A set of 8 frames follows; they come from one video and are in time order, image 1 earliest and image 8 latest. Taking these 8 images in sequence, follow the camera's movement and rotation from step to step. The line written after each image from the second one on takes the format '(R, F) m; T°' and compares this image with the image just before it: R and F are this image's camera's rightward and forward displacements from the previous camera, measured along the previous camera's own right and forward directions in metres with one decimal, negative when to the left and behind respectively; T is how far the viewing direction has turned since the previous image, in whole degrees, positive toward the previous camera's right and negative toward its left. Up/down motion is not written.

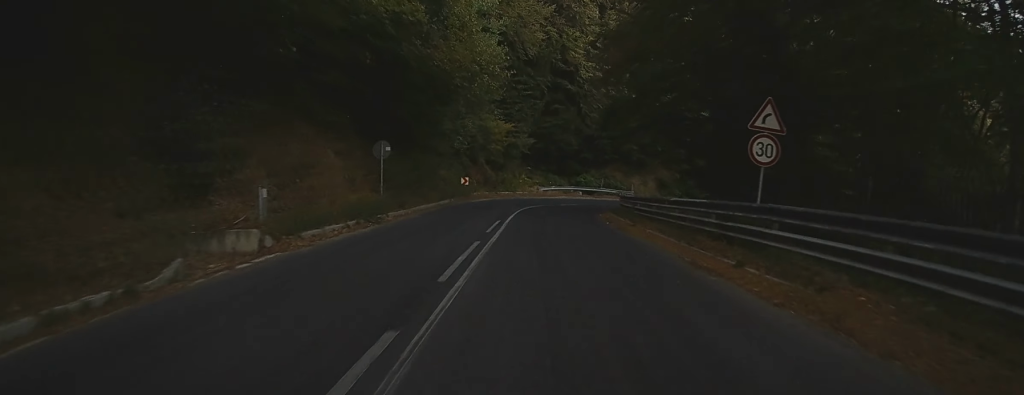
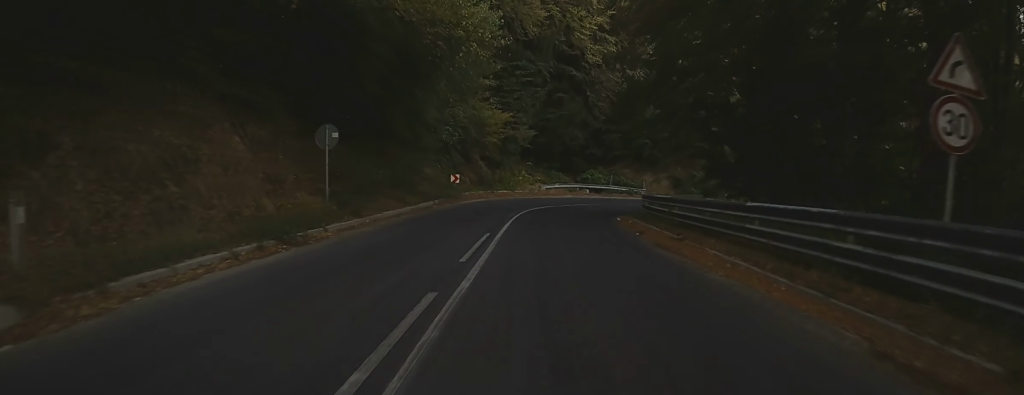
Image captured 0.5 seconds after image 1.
(+0.1, +7.0) m; +3°
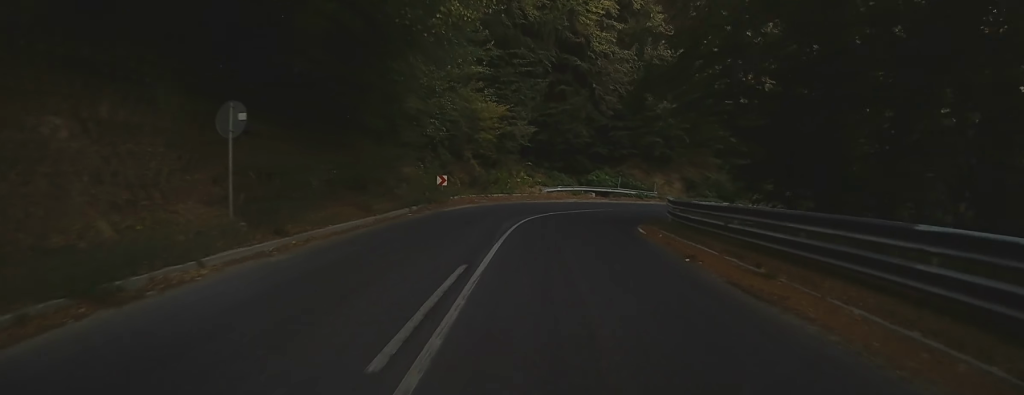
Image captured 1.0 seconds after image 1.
(-0.2, +6.2) m; +3°
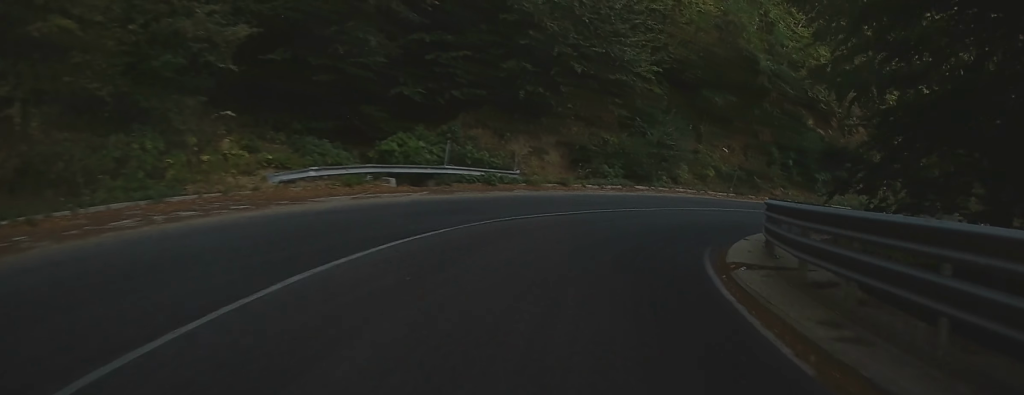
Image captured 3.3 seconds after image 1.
(+4.6, +29.6) m; +22°
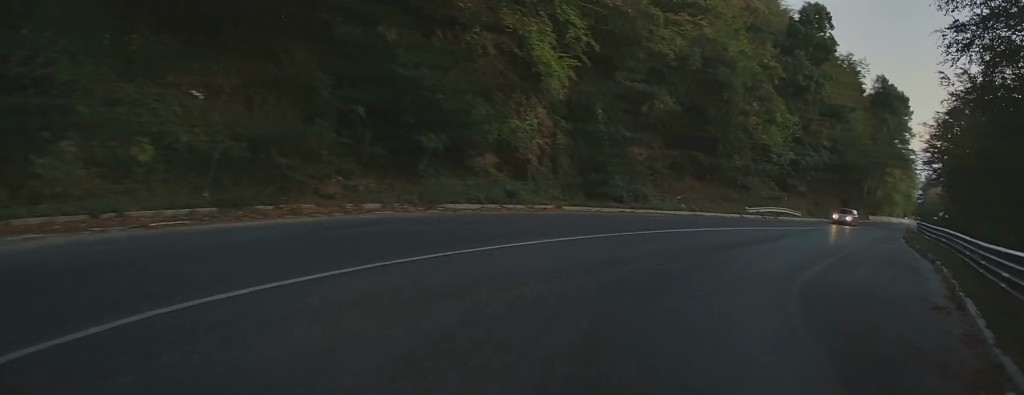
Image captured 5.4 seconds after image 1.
(+7.5, +25.4) m; +26°
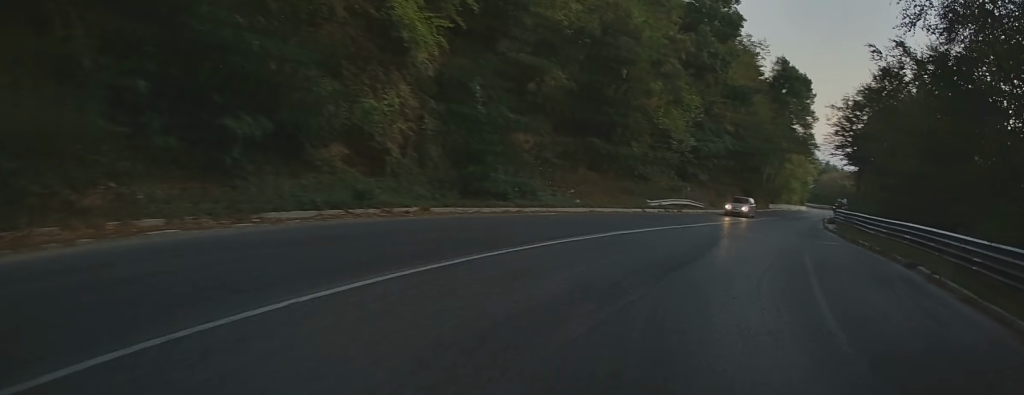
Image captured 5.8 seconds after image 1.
(-0.1, +6.0) m; +4°
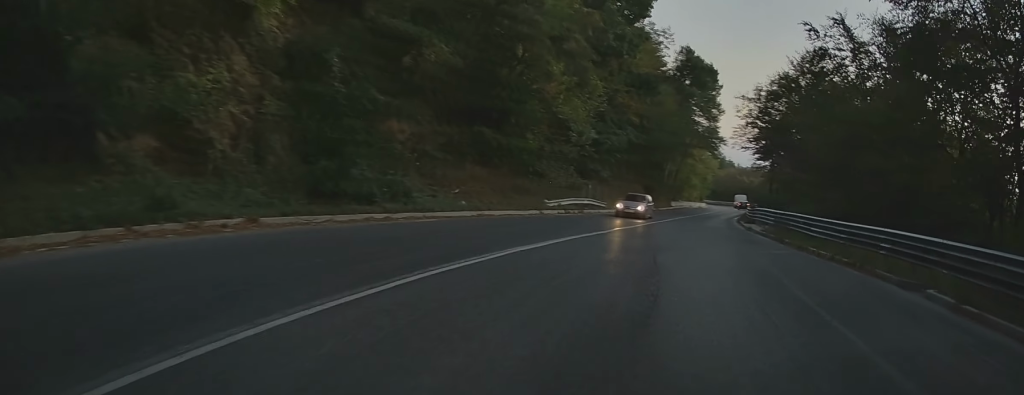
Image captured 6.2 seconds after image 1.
(0.0, +5.5) m; +5°
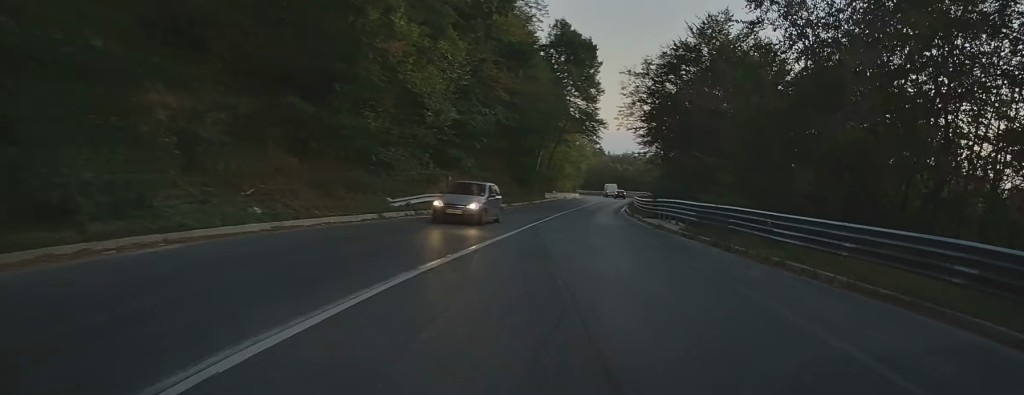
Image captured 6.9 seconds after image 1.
(+0.9, +8.7) m; +12°
